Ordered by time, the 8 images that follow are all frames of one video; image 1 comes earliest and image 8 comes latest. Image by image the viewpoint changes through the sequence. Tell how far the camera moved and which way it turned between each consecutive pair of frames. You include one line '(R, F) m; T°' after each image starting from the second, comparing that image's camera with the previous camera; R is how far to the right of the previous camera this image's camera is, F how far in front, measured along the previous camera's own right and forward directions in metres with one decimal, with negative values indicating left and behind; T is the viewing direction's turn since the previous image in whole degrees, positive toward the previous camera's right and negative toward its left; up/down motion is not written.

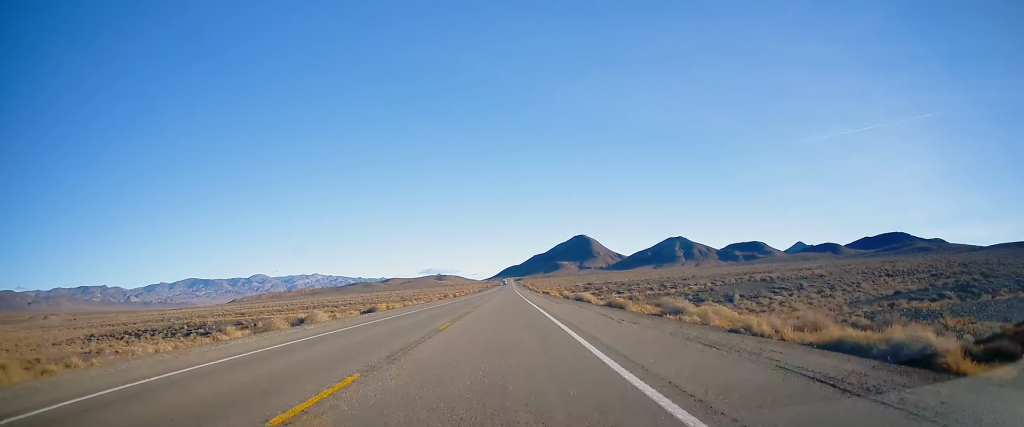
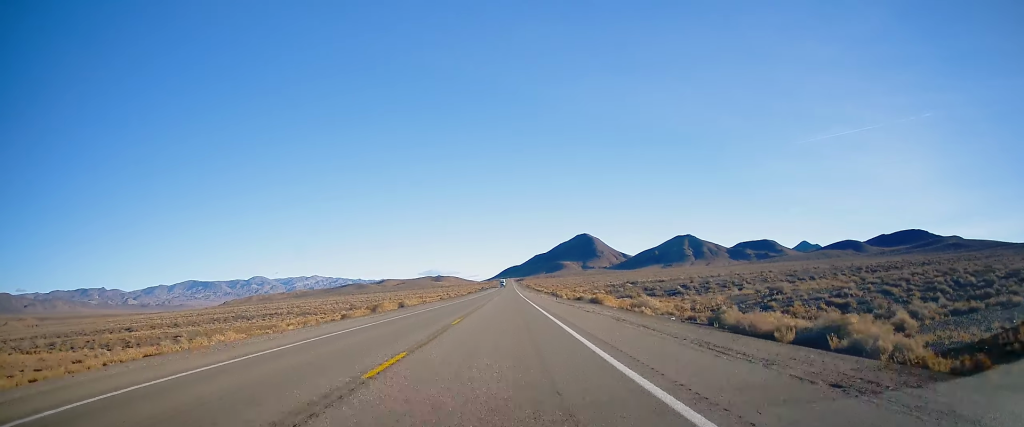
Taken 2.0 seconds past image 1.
(-0.4, +69.7) m; 0°
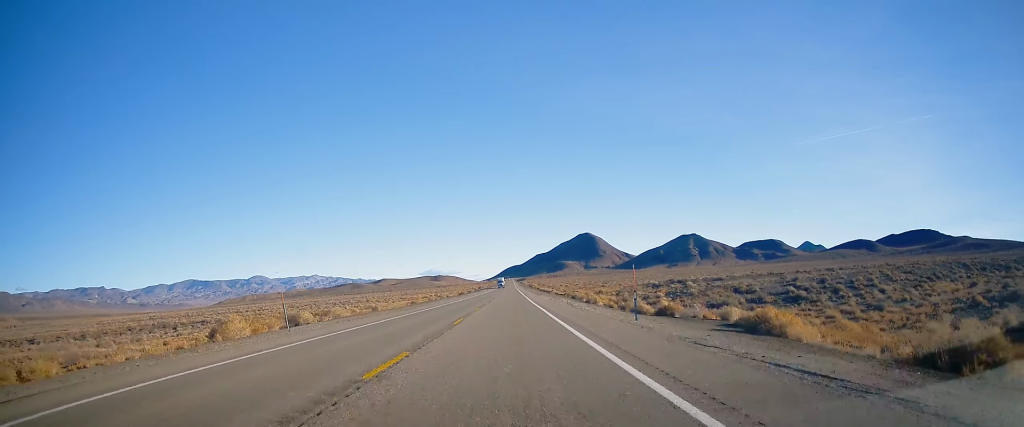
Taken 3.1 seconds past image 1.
(+0.2, +36.7) m; 0°
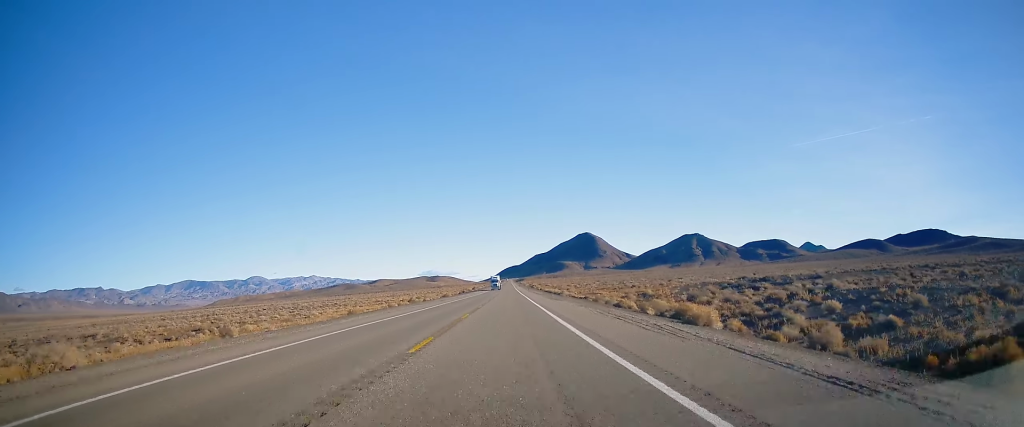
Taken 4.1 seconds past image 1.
(-0.3, +33.6) m; -1°
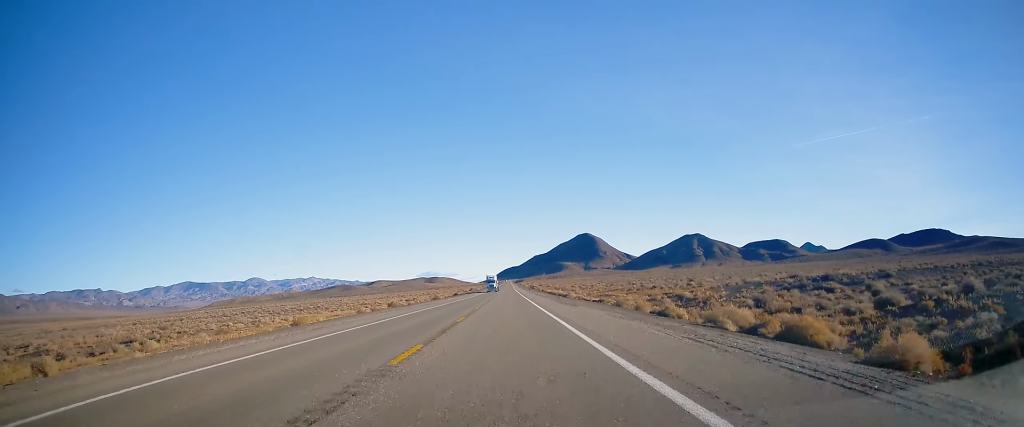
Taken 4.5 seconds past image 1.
(-0.1, +14.0) m; 0°
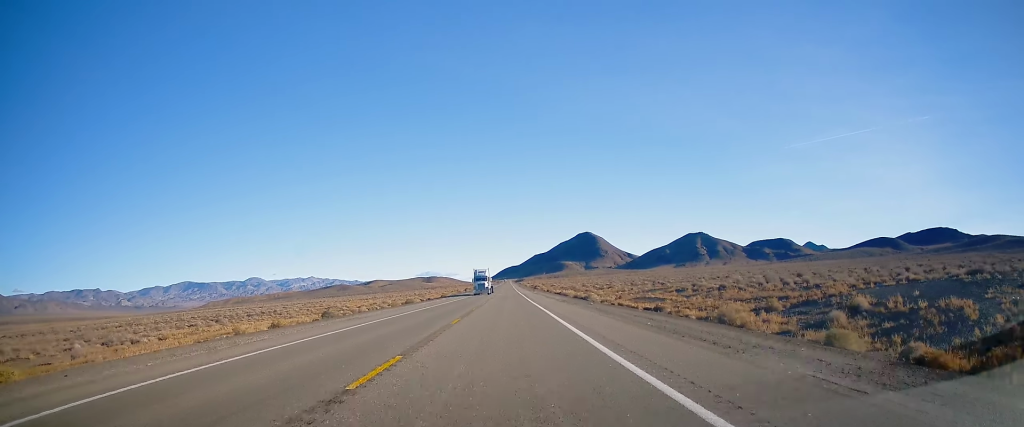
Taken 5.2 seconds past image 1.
(+0.2, +26.3) m; +1°
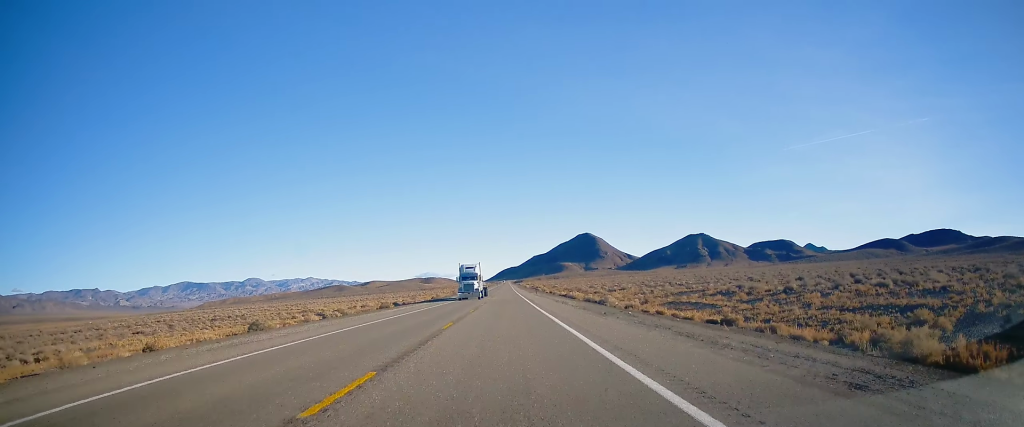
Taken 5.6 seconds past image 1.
(0.0, +13.7) m; 0°
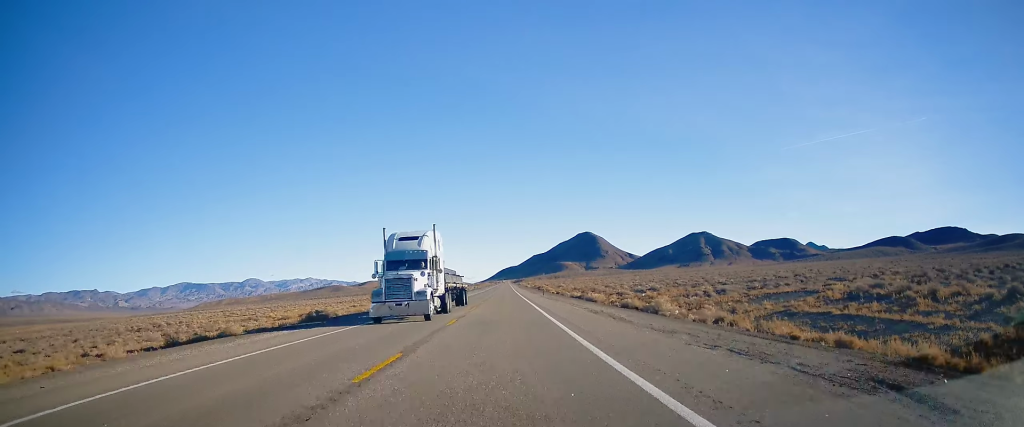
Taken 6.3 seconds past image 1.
(+0.2, +22.0) m; 0°
